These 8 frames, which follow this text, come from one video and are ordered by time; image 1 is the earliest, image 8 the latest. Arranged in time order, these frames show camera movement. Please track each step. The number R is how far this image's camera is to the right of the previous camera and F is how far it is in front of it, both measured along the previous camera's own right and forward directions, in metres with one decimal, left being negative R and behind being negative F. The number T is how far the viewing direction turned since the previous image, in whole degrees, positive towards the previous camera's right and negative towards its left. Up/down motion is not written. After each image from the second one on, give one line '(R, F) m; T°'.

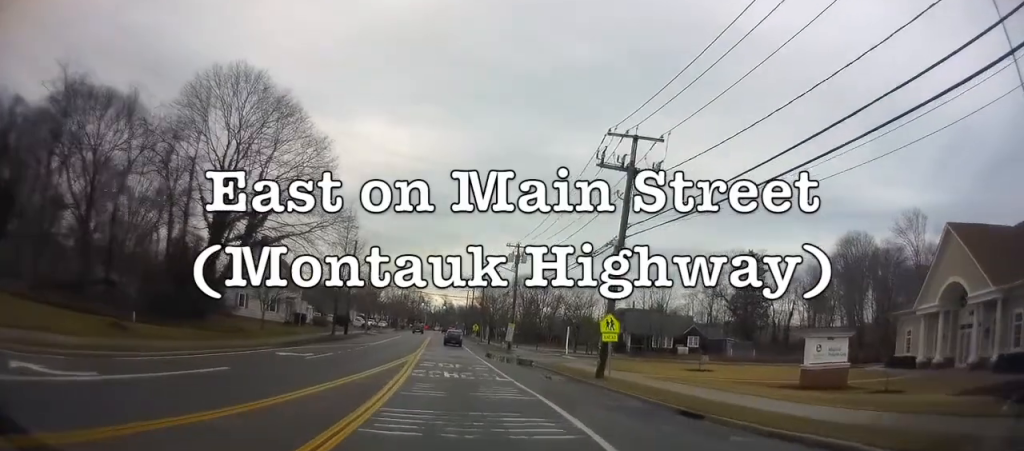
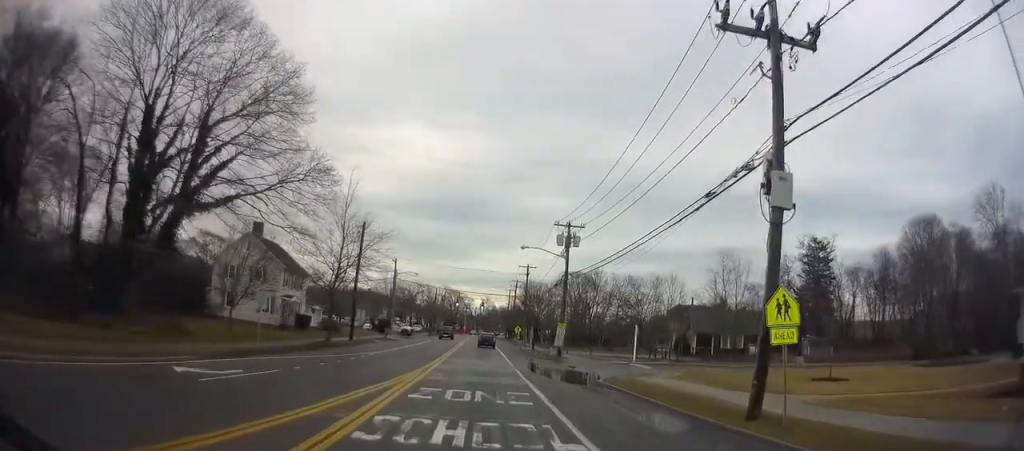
(-0.5, +11.9) m; -4°
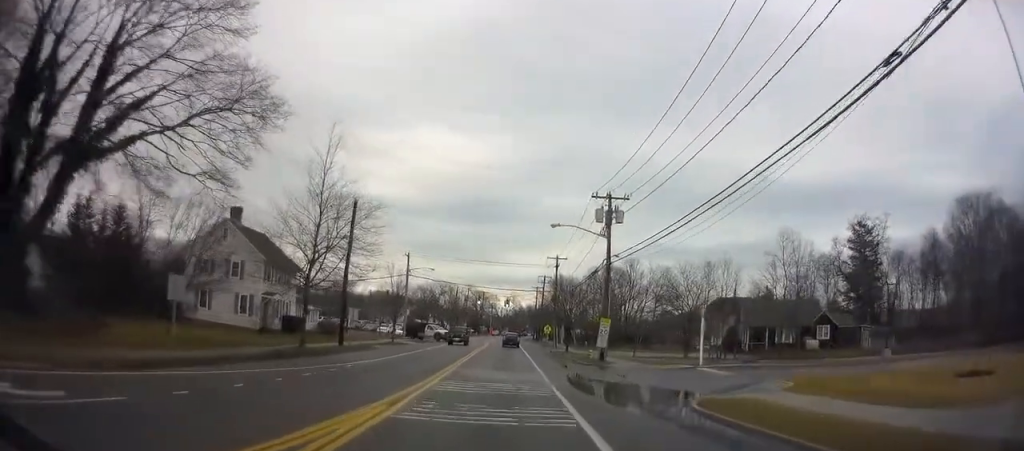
(-0.2, +9.2) m; -2°
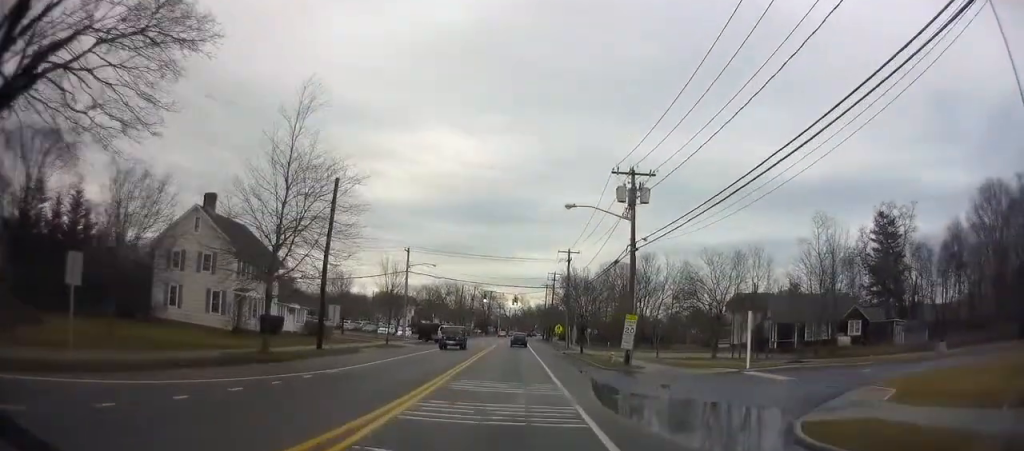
(+0.1, +5.5) m; -1°
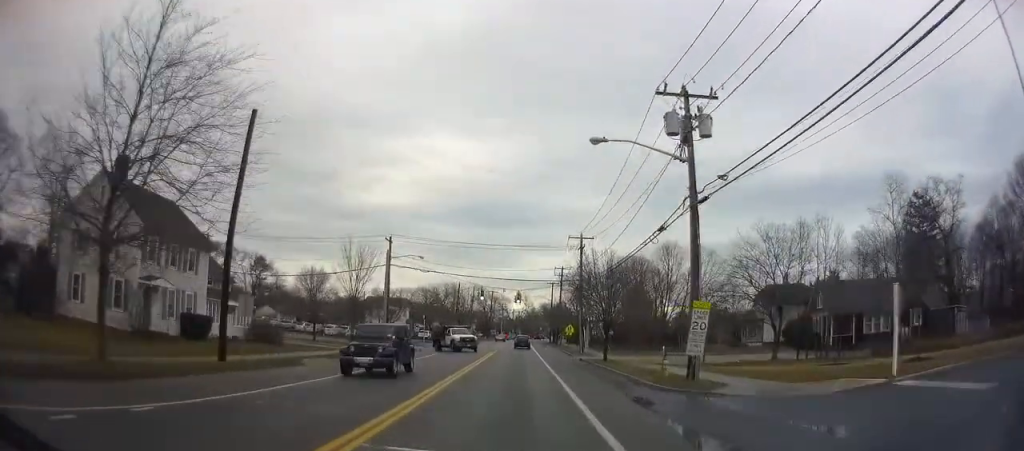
(-0.3, +10.8) m; -1°
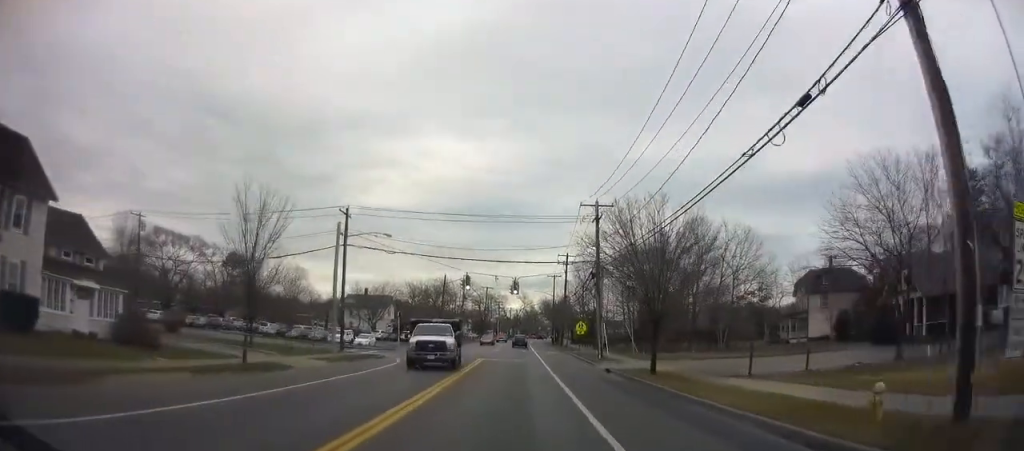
(+0.2, +13.2) m; +1°
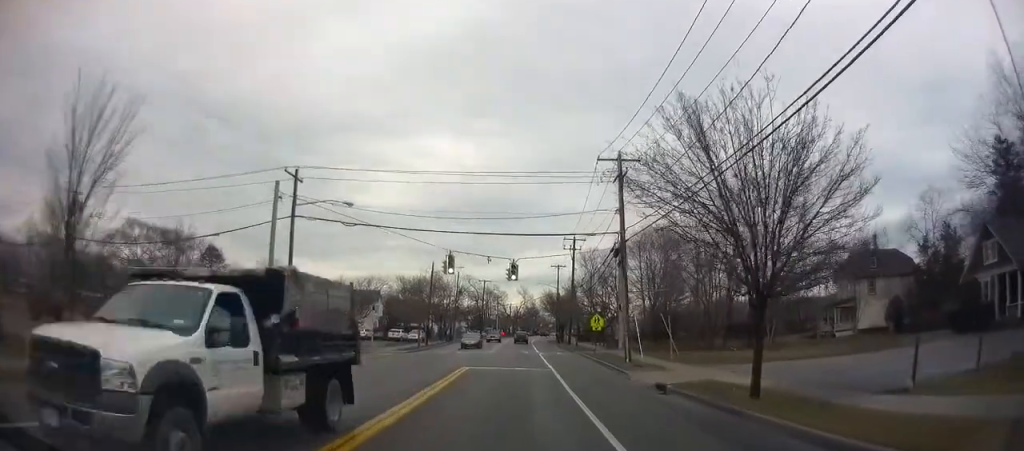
(0.0, +9.8) m; 0°
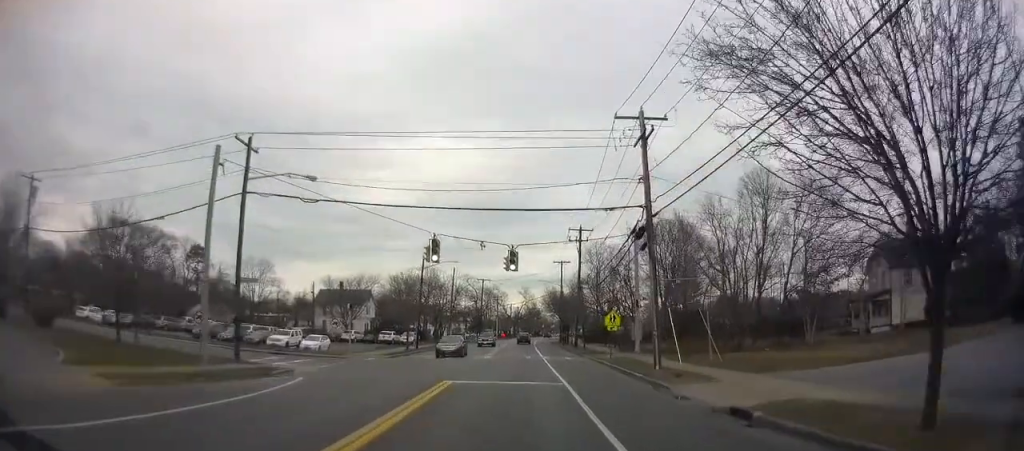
(0.0, +6.1) m; 0°
